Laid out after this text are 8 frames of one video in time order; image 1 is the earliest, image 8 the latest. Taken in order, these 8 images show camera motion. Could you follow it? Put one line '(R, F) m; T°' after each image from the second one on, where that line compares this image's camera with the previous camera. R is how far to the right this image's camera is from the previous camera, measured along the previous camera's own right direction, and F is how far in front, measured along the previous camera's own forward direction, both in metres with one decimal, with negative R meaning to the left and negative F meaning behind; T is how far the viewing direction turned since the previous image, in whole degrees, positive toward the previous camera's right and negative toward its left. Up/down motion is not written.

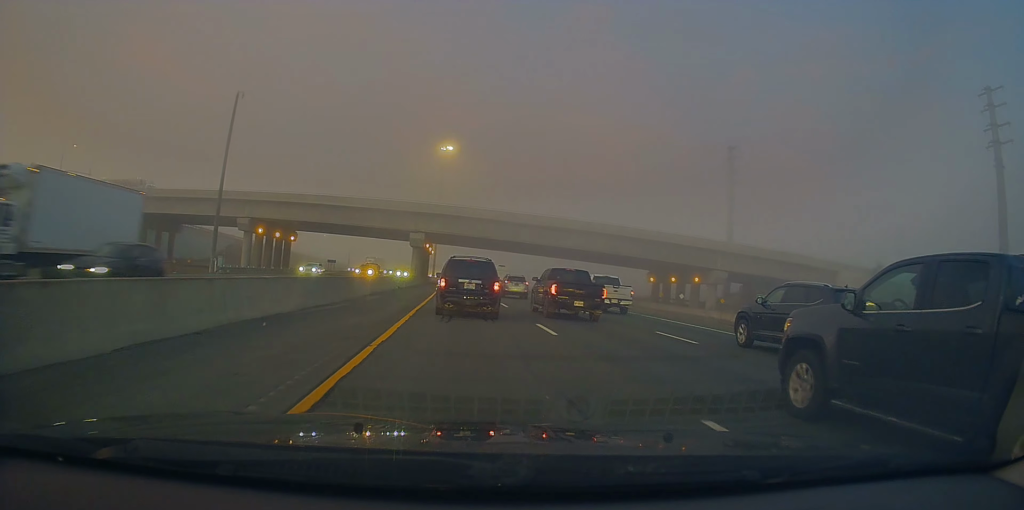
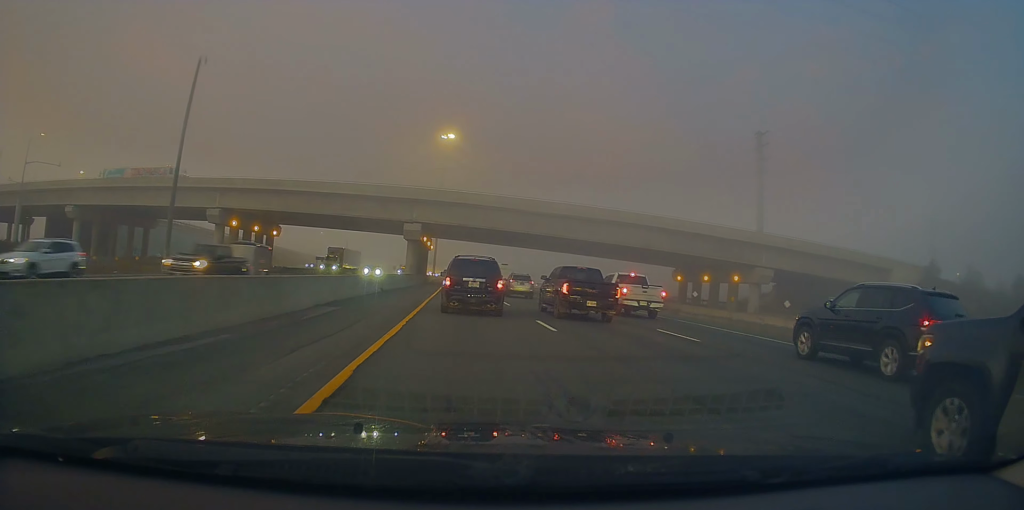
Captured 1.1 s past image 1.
(-0.3, +11.6) m; -3°
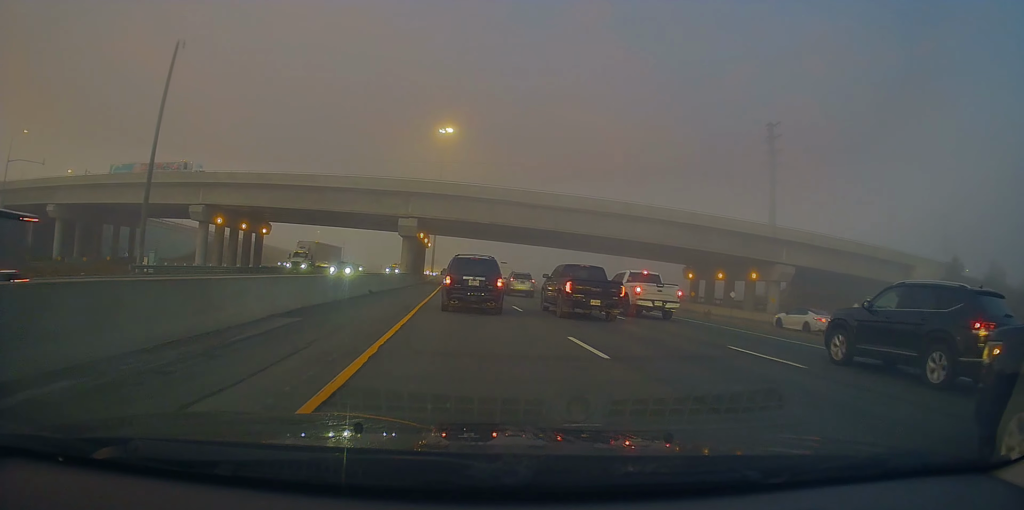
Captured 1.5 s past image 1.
(-0.1, +4.8) m; -1°
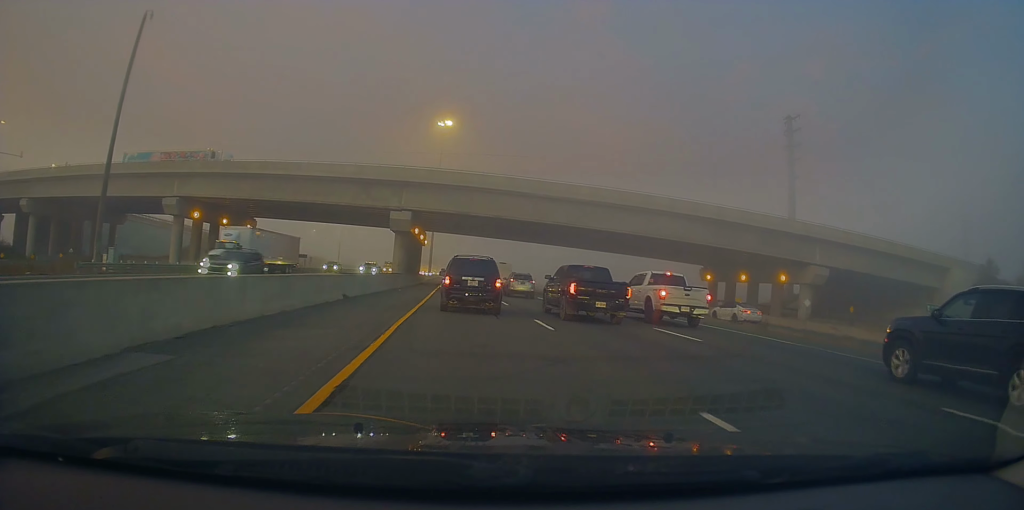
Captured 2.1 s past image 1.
(-0.1, +6.9) m; -1°
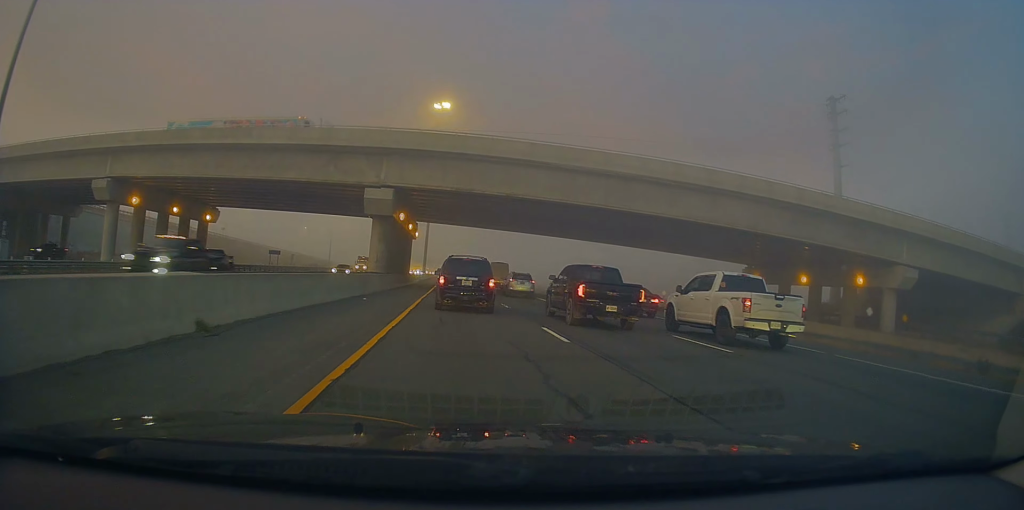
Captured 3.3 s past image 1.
(0.0, +14.1) m; 0°
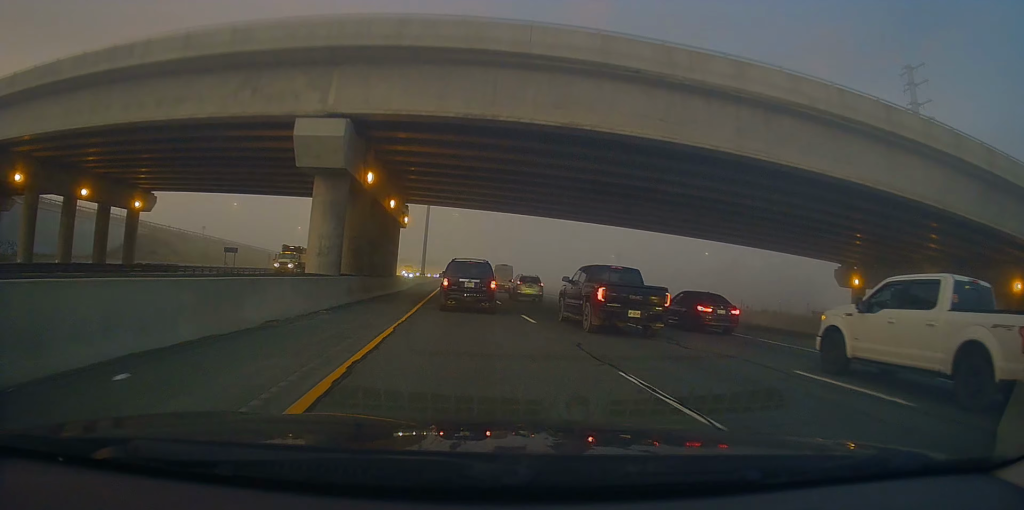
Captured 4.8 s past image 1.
(+0.1, +17.9) m; -1°
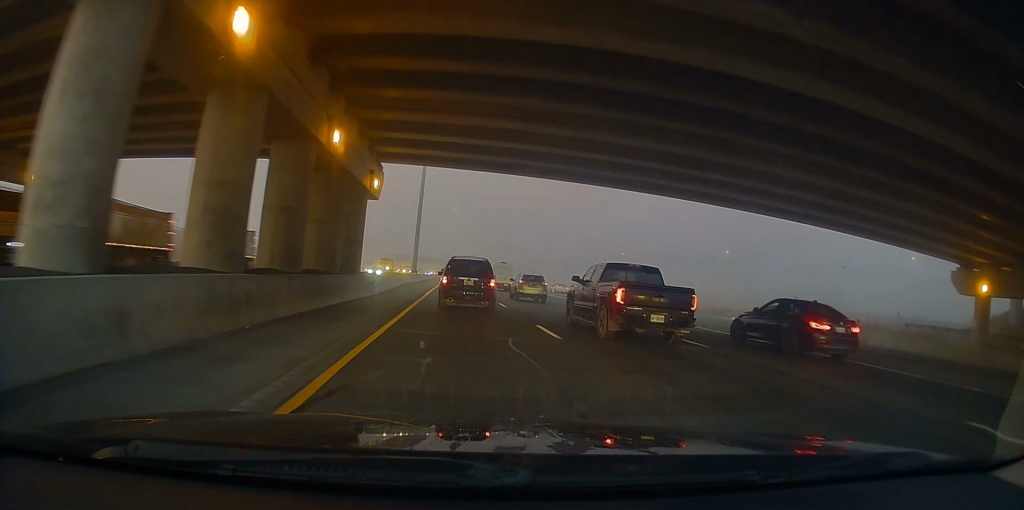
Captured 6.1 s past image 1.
(-0.5, +16.0) m; -1°
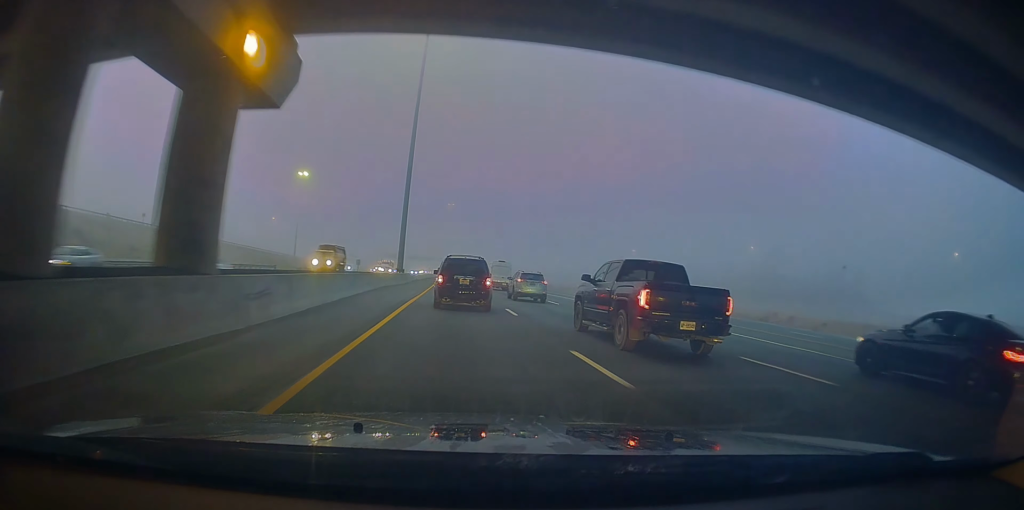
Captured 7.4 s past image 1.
(+0.5, +17.5) m; +4°
